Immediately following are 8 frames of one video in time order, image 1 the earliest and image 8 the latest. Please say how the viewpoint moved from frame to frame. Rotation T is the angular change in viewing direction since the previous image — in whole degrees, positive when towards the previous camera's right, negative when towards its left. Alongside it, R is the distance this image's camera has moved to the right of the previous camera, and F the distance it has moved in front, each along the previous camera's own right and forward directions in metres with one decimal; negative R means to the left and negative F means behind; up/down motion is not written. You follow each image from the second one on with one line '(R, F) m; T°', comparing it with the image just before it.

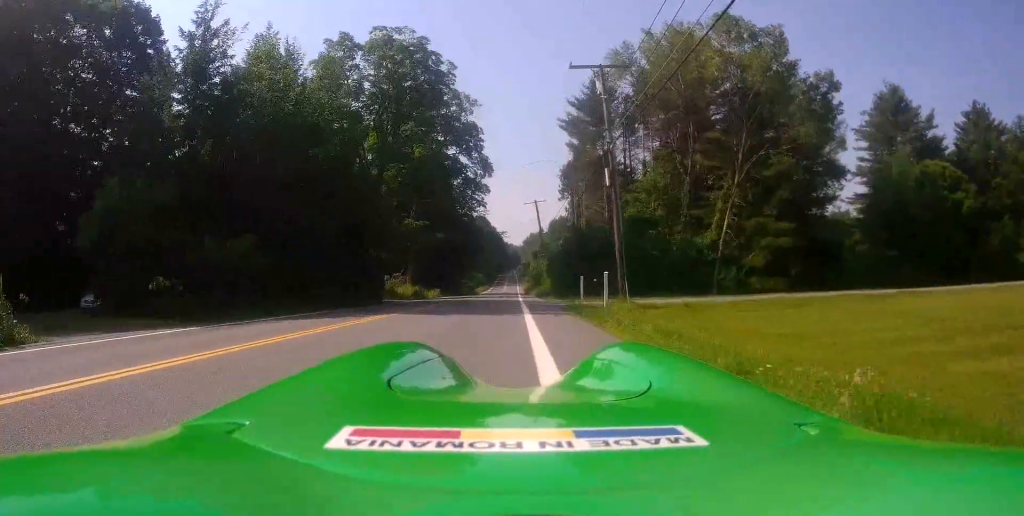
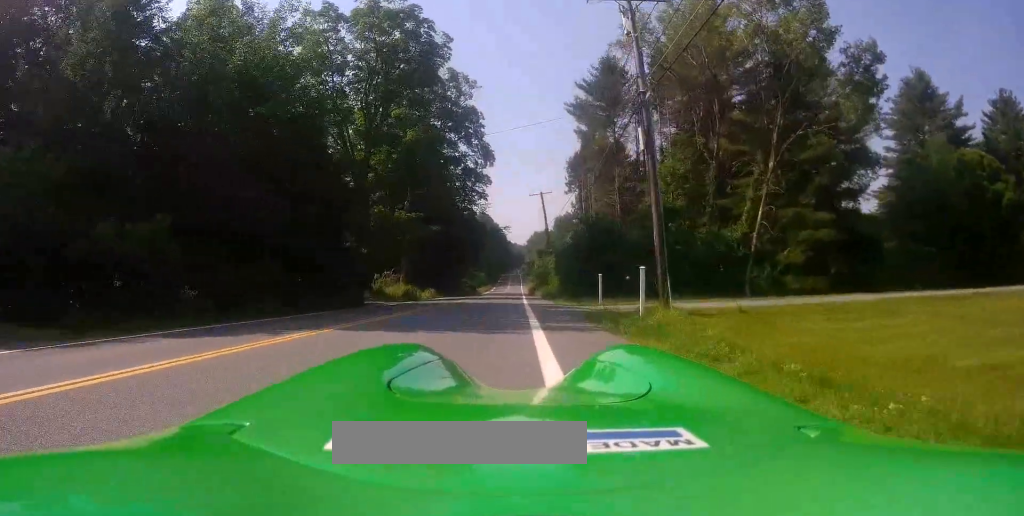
(0.0, +5.7) m; 0°
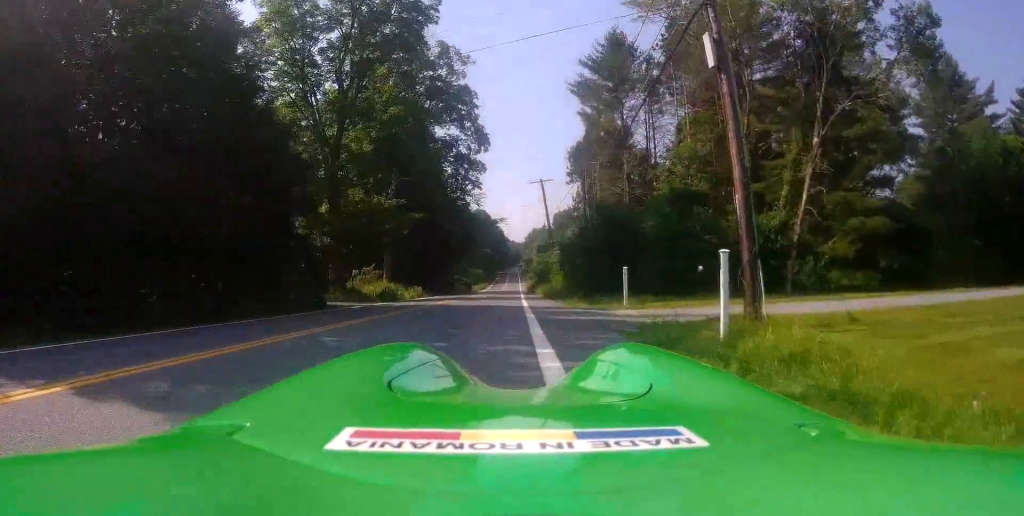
(0.0, +6.2) m; 0°
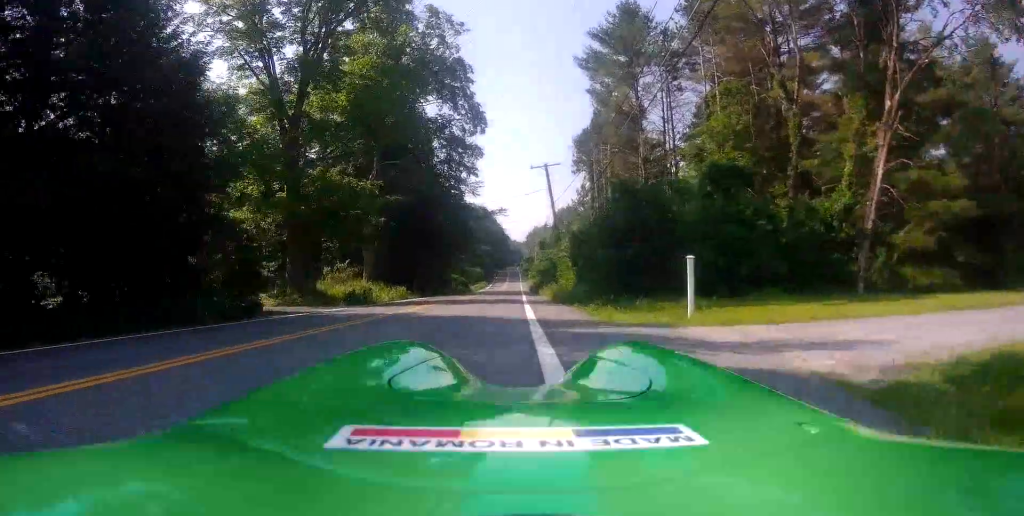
(0.0, +7.1) m; 0°
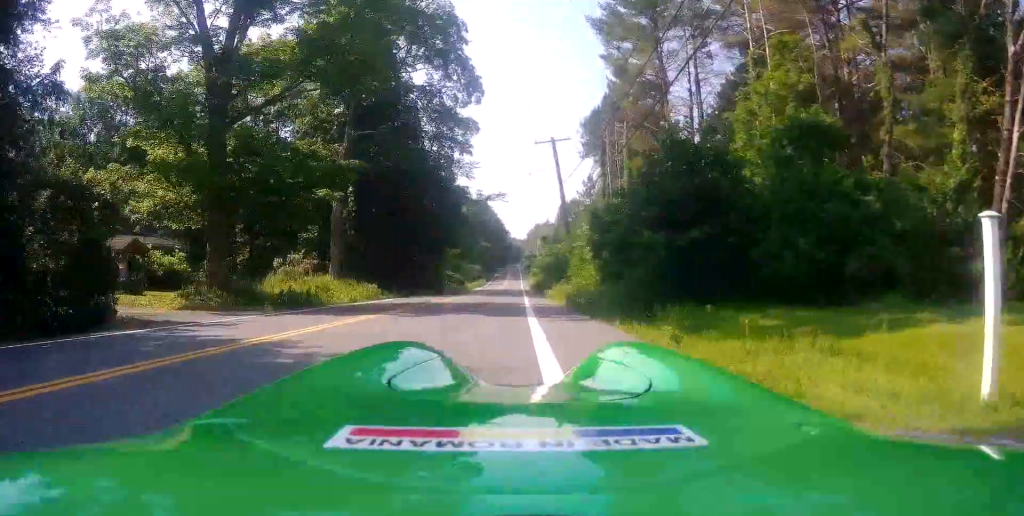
(+0.1, +8.0) m; -2°
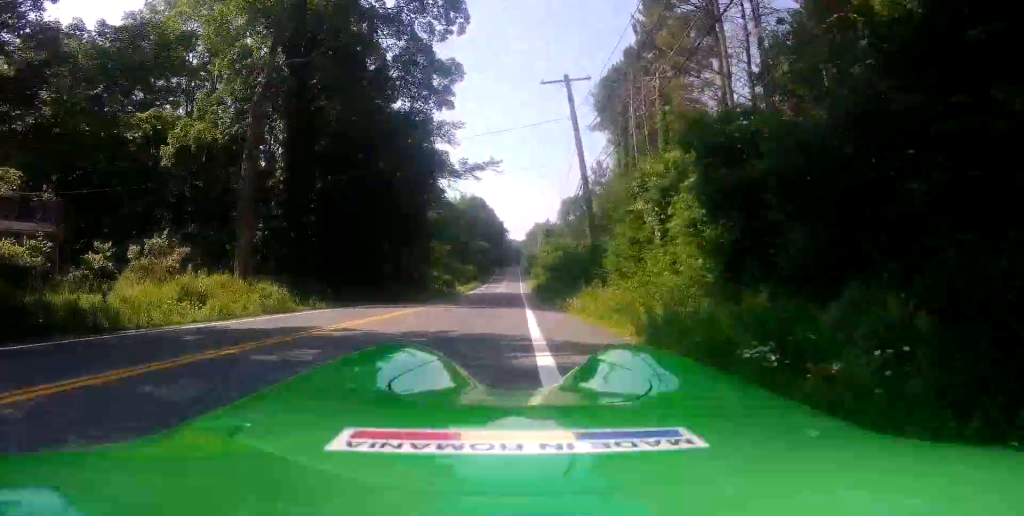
(-0.4, +12.6) m; 0°
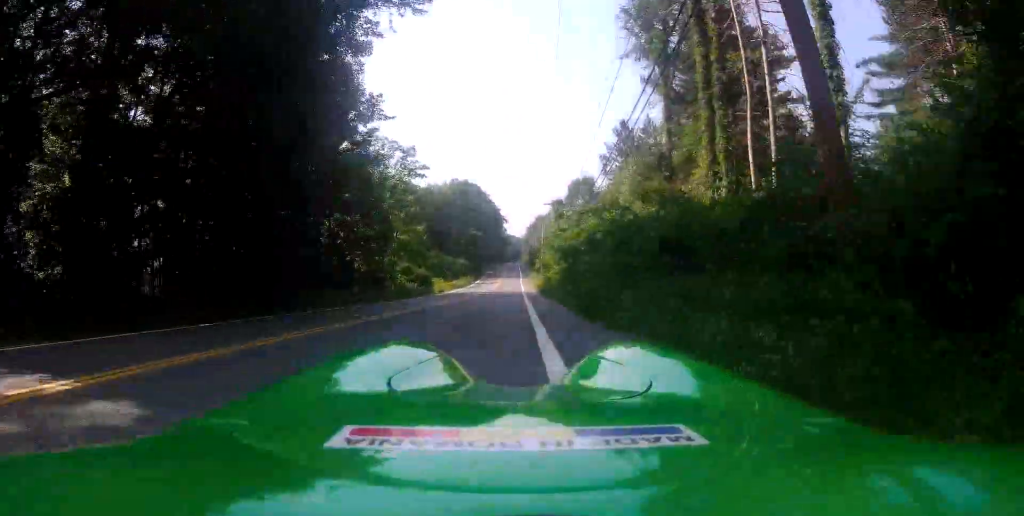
(+0.5, +20.6) m; 0°
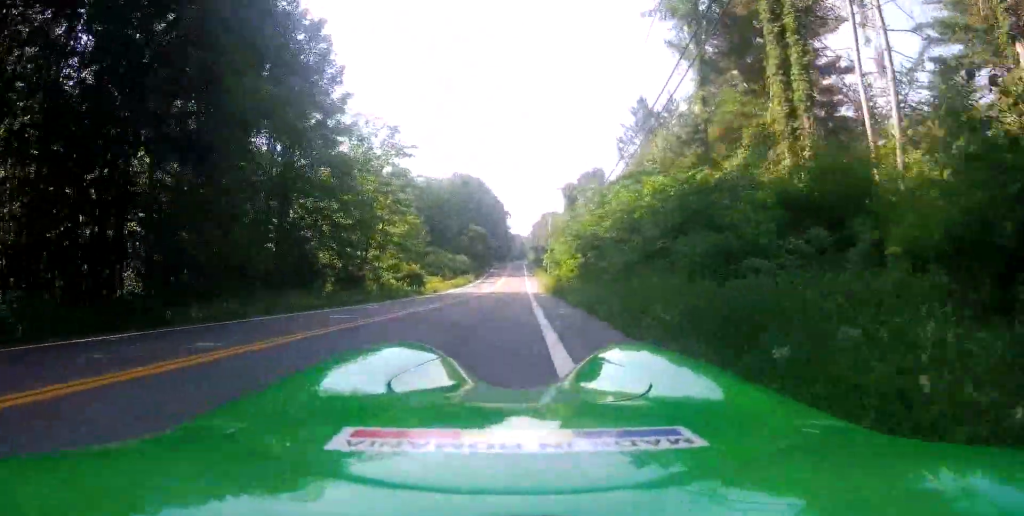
(-0.2, +7.4) m; 0°
